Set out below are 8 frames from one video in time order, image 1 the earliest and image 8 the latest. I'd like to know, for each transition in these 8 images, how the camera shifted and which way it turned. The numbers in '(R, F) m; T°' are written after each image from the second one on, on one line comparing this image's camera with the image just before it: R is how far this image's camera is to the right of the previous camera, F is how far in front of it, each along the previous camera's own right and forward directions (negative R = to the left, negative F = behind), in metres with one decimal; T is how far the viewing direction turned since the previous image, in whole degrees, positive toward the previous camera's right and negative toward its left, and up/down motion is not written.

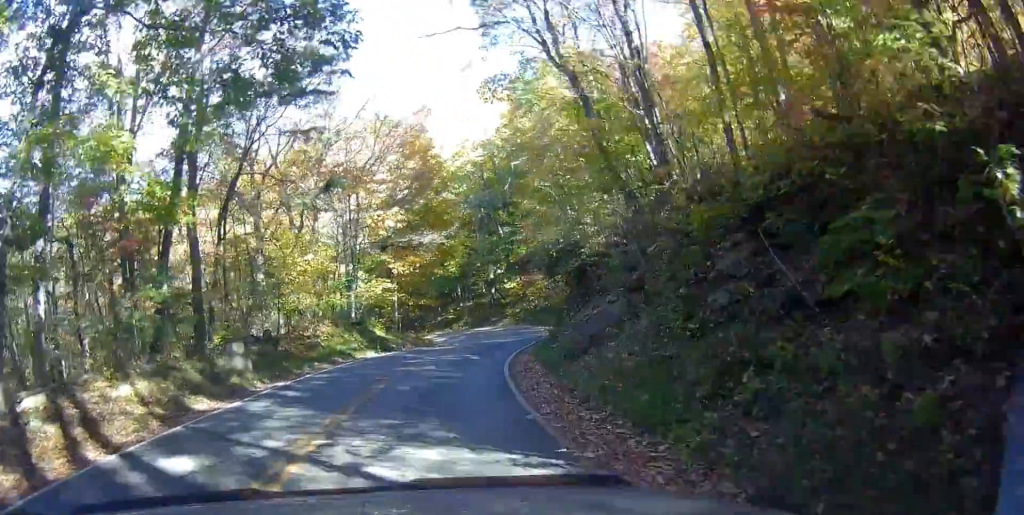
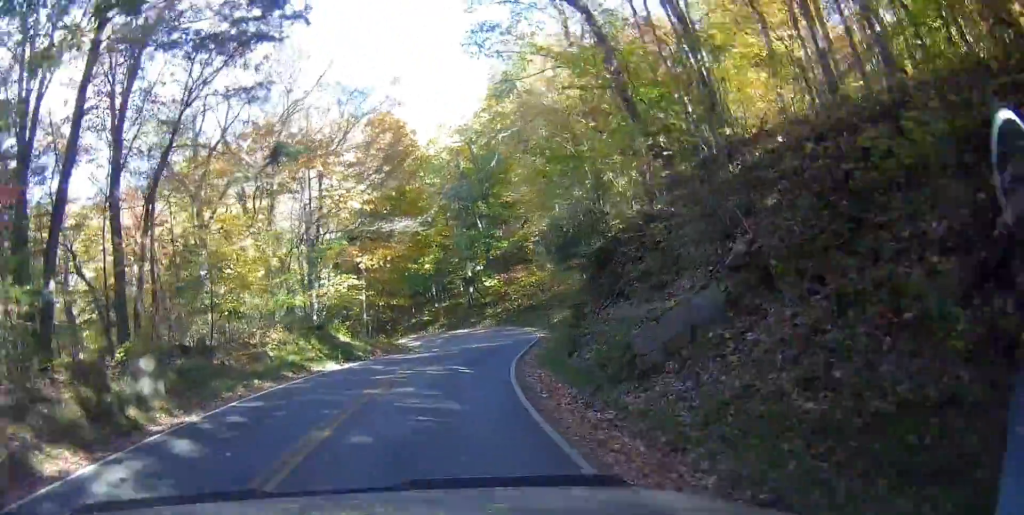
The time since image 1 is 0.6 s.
(+0.1, +4.7) m; +2°
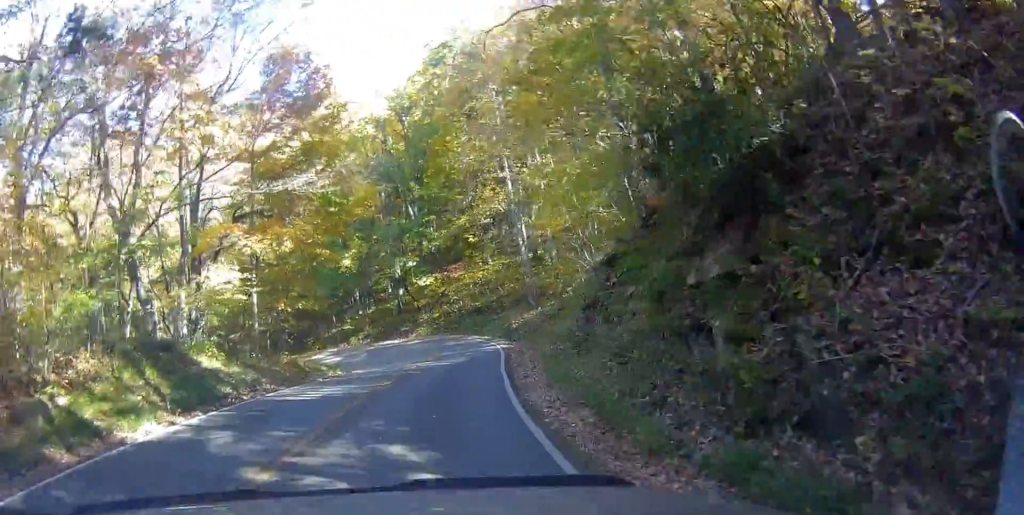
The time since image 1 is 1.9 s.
(+0.2, +9.8) m; +2°
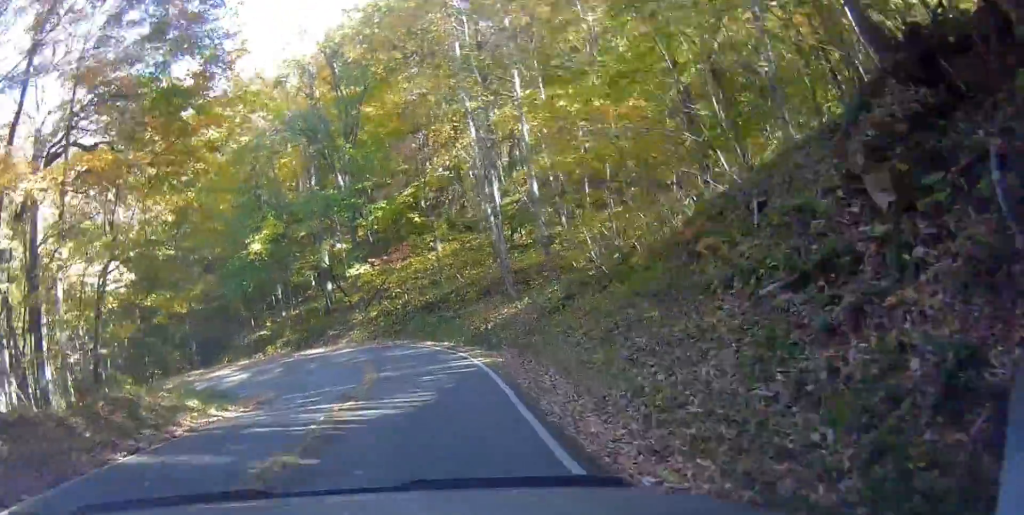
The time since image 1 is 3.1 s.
(+0.1, +10.3) m; +3°
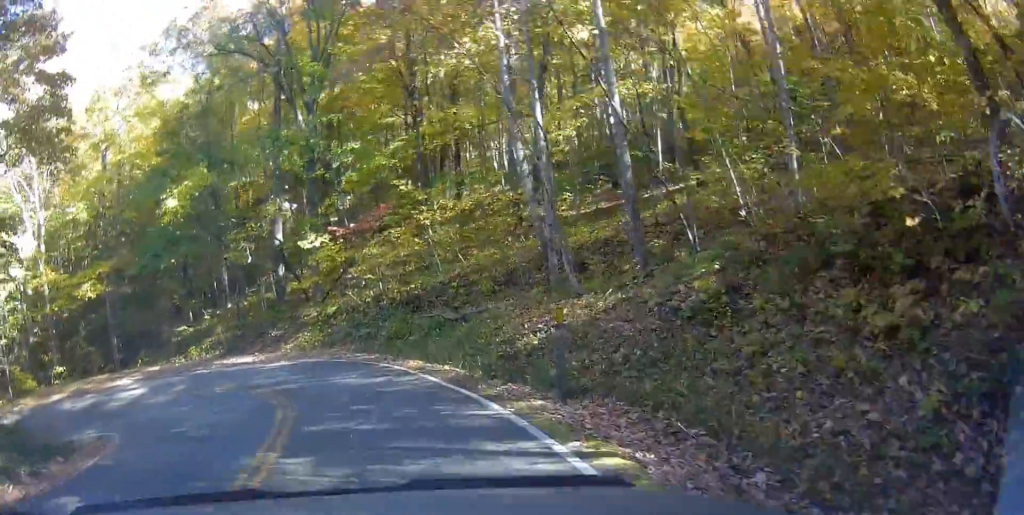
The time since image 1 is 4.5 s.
(+0.4, +11.6) m; +2°
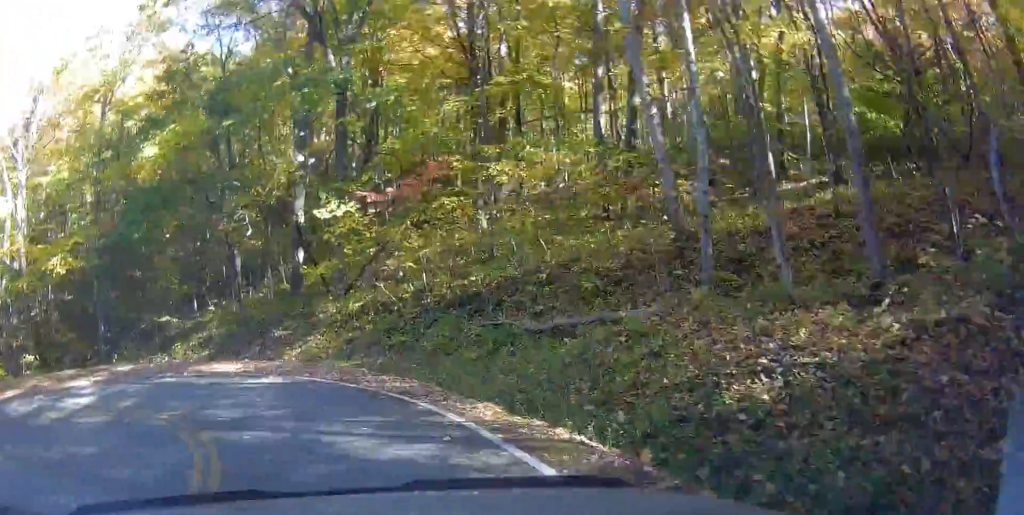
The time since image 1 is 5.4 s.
(-0.1, +7.7) m; 0°
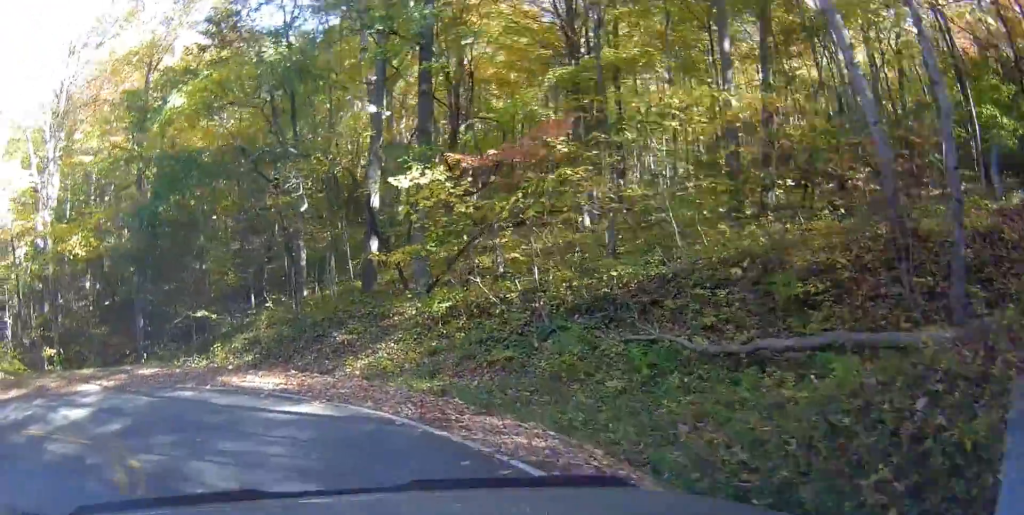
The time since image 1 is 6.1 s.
(+0.1, +5.0) m; -5°
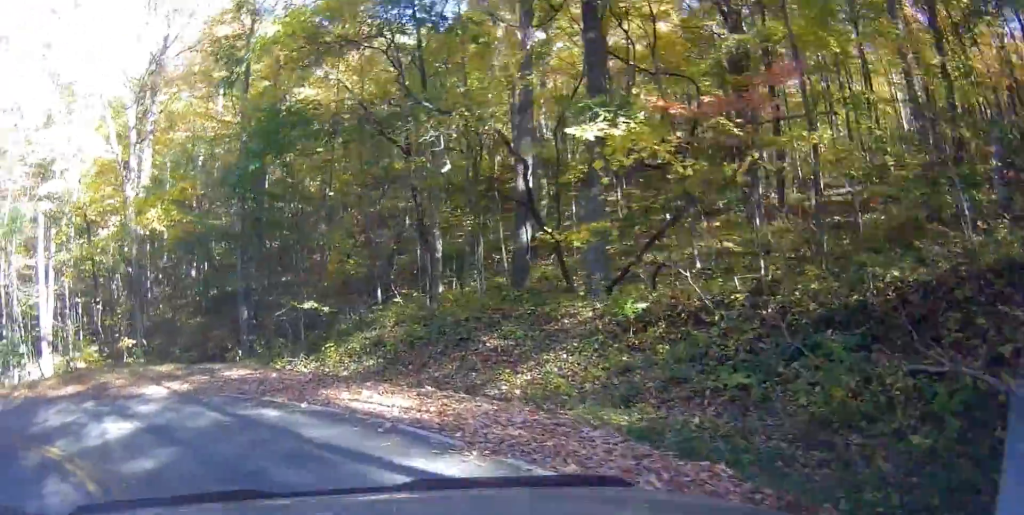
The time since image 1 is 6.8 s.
(-0.3, +4.4) m; -8°
